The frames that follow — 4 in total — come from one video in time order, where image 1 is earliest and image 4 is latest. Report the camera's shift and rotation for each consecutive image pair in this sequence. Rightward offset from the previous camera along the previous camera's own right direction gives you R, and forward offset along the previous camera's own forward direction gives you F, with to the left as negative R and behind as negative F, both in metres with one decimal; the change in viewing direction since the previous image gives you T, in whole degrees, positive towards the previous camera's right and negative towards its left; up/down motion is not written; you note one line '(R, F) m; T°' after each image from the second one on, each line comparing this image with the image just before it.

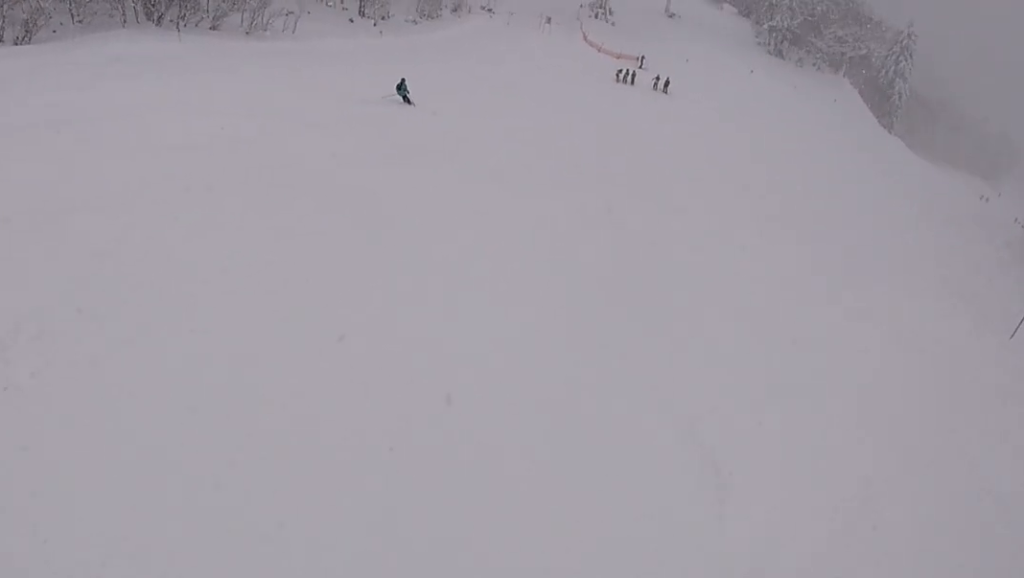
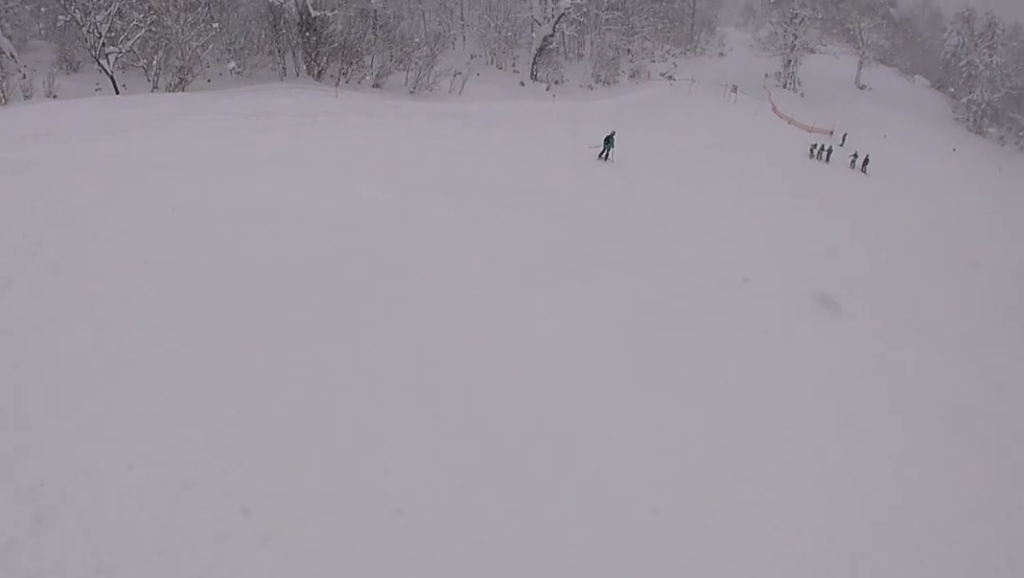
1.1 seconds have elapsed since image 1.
(-0.7, +4.0) m; -23°
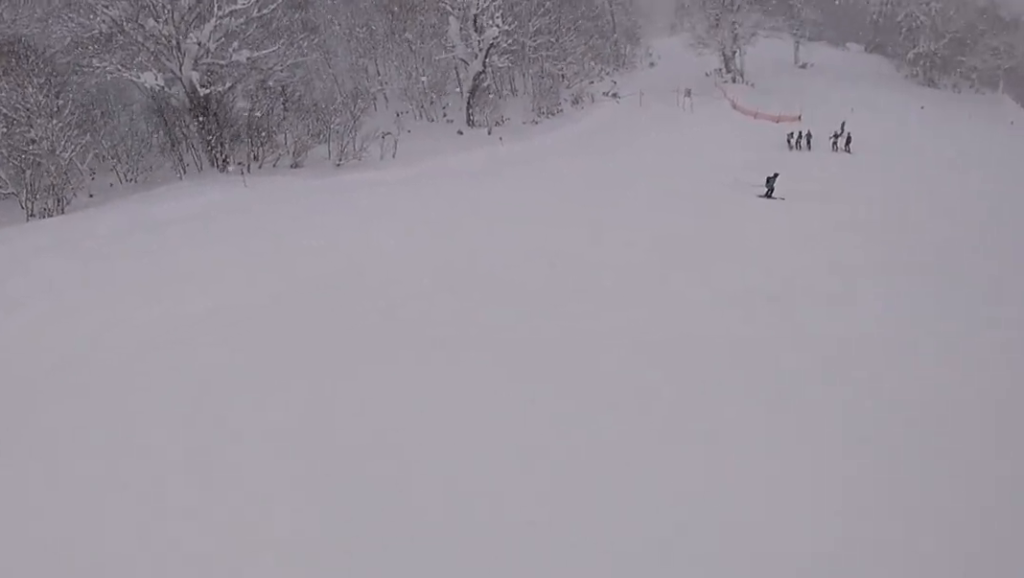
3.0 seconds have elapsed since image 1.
(-0.2, +7.8) m; +3°
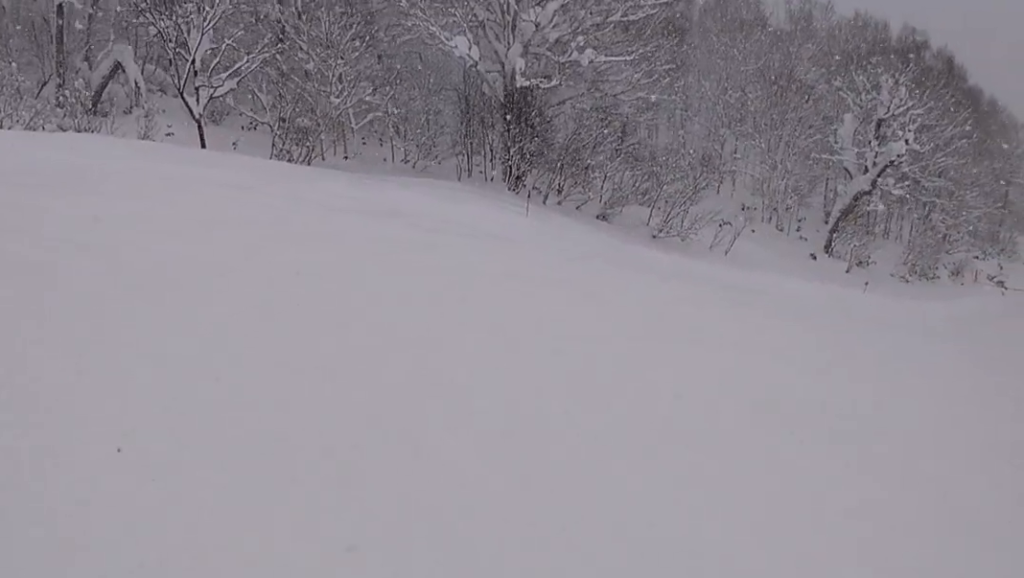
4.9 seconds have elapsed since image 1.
(-0.1, +8.1) m; -3°
